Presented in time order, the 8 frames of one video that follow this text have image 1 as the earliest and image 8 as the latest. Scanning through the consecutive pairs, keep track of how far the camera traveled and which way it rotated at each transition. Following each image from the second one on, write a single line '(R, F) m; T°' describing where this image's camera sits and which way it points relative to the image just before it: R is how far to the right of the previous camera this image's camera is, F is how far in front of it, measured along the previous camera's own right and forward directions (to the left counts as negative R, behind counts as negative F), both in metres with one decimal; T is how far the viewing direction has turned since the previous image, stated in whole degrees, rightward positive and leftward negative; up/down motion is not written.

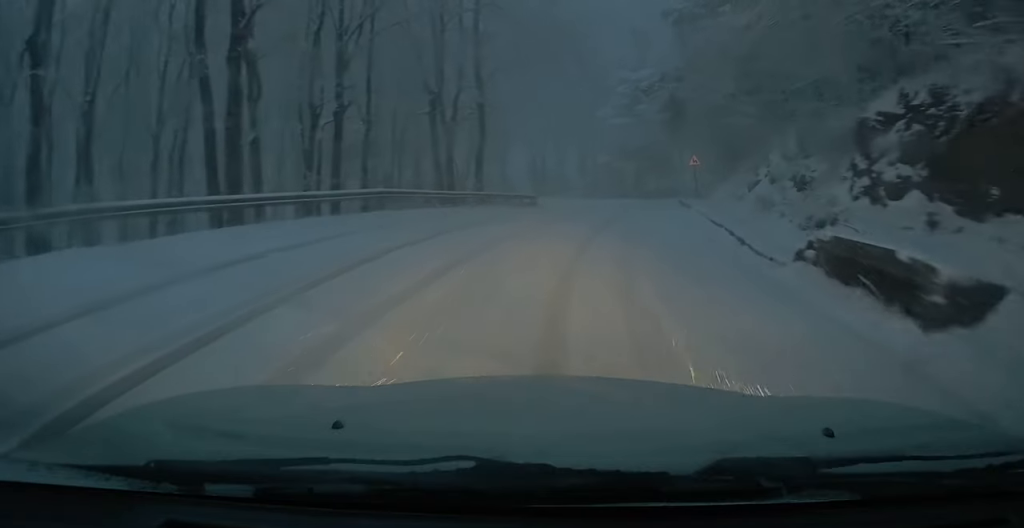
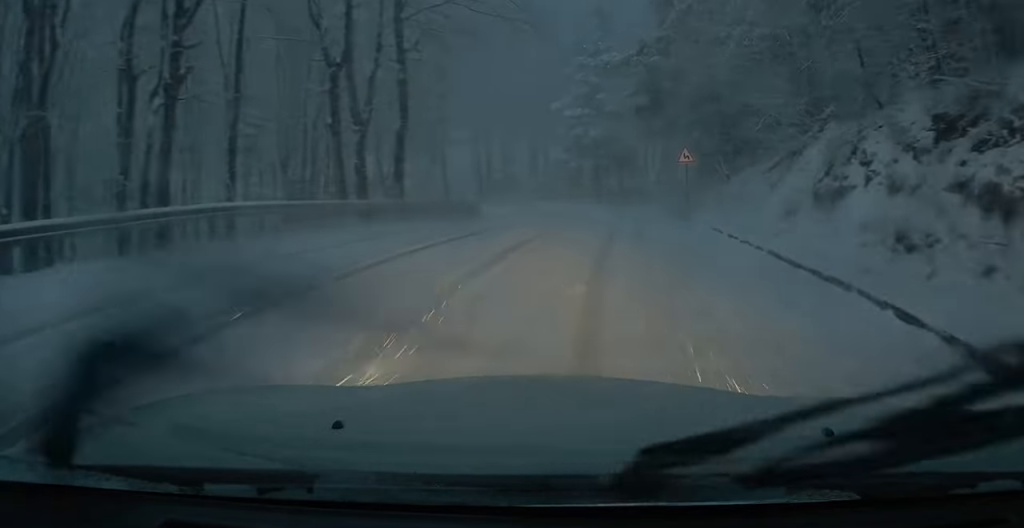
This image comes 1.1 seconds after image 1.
(+0.4, +7.7) m; +3°
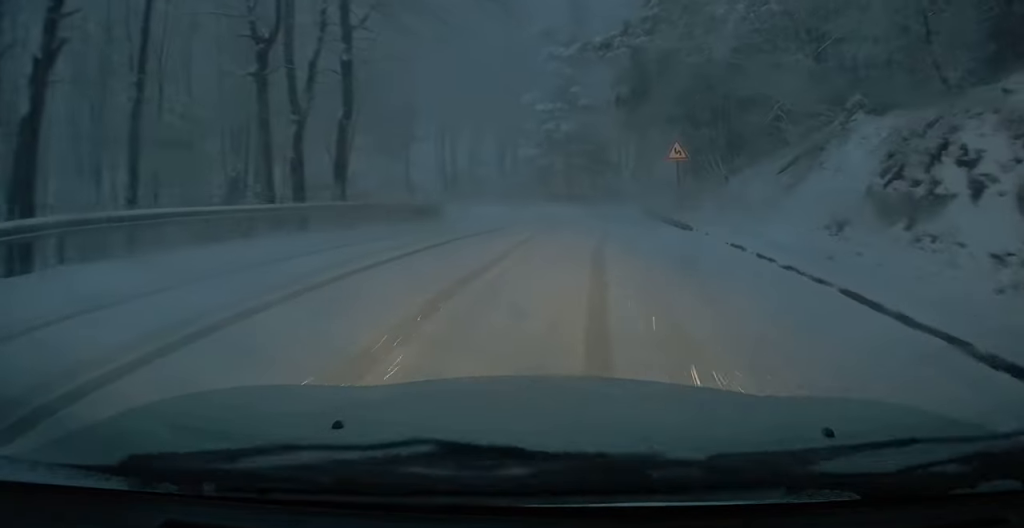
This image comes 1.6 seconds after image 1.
(0.0, +3.6) m; 0°
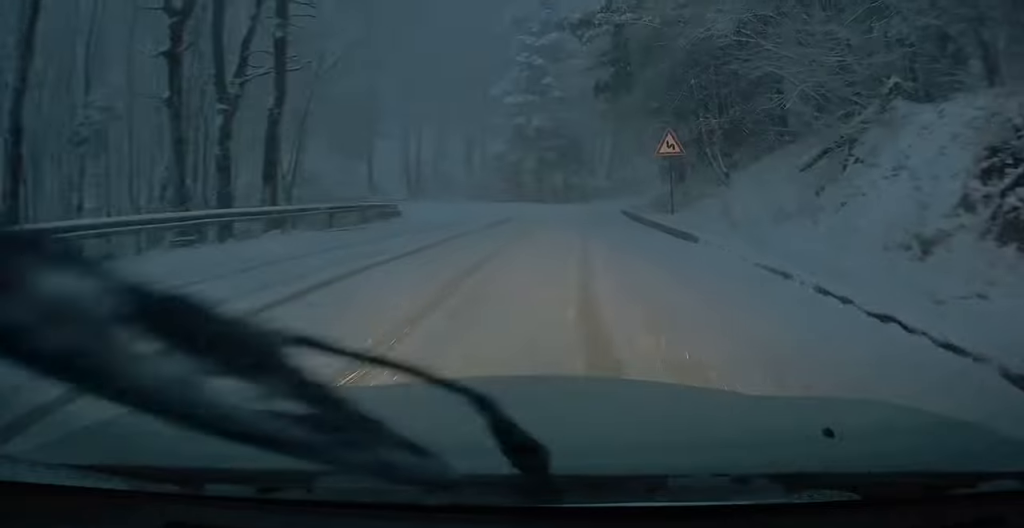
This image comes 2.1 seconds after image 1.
(0.0, +3.1) m; +1°
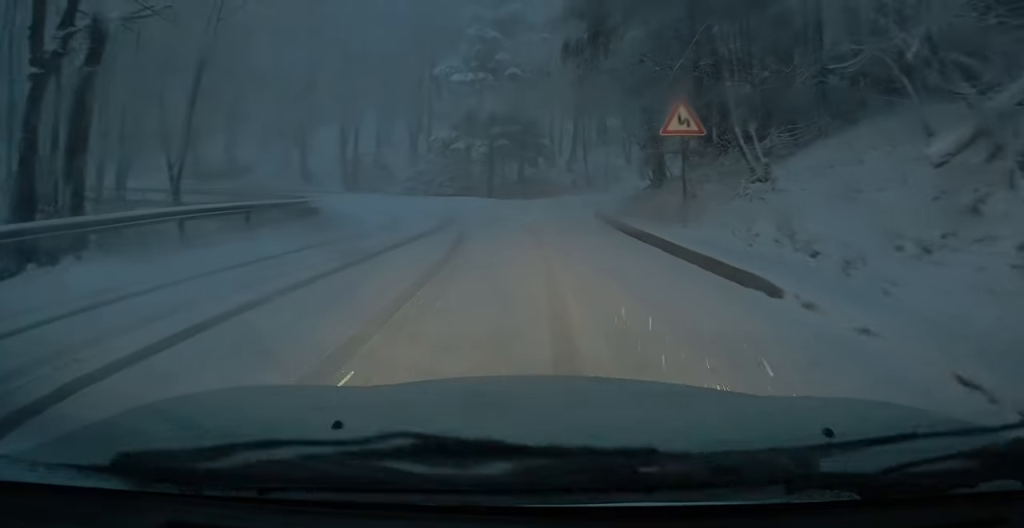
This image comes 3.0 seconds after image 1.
(+0.1, +5.6) m; +3°
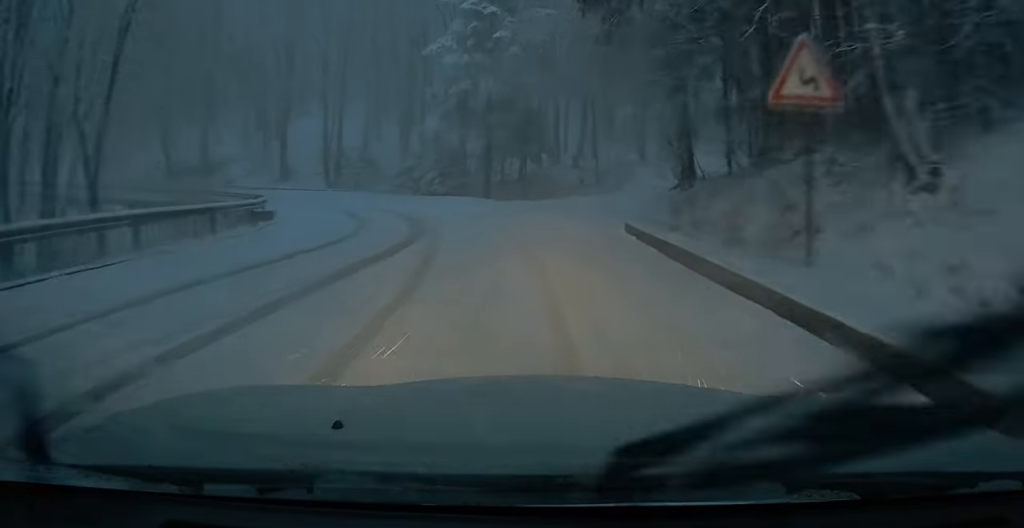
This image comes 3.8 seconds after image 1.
(+0.1, +4.9) m; +3°
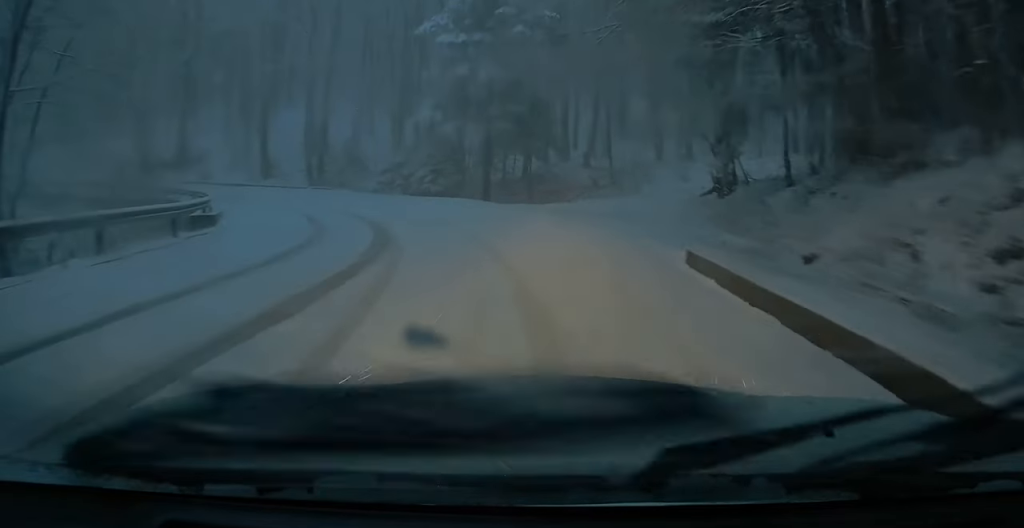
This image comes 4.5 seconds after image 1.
(+0.1, +4.6) m; +2°
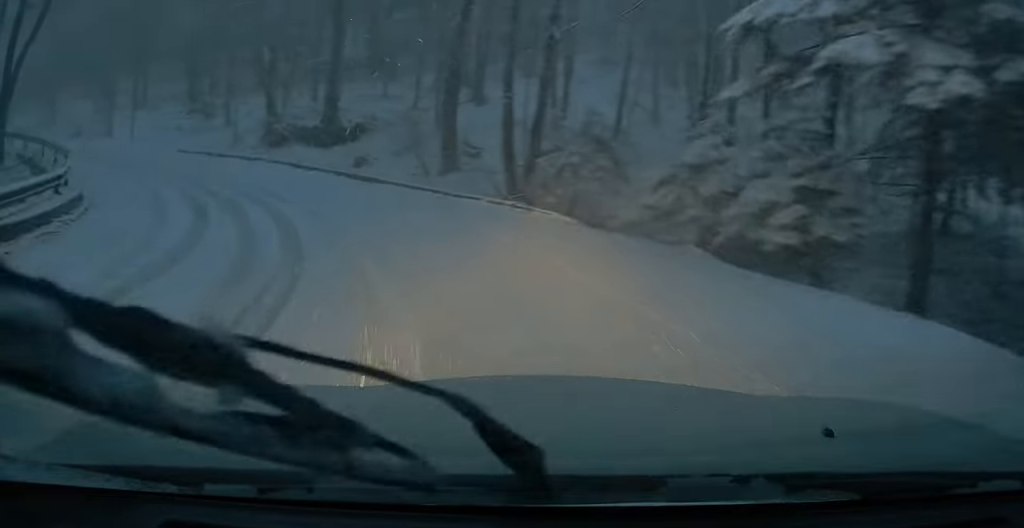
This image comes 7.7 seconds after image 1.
(-3.0, +21.1) m; -26°
